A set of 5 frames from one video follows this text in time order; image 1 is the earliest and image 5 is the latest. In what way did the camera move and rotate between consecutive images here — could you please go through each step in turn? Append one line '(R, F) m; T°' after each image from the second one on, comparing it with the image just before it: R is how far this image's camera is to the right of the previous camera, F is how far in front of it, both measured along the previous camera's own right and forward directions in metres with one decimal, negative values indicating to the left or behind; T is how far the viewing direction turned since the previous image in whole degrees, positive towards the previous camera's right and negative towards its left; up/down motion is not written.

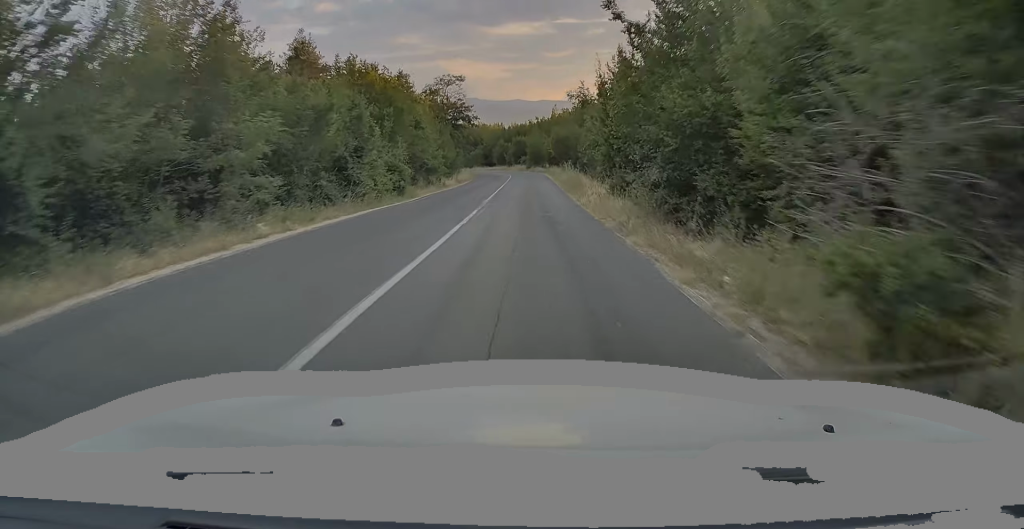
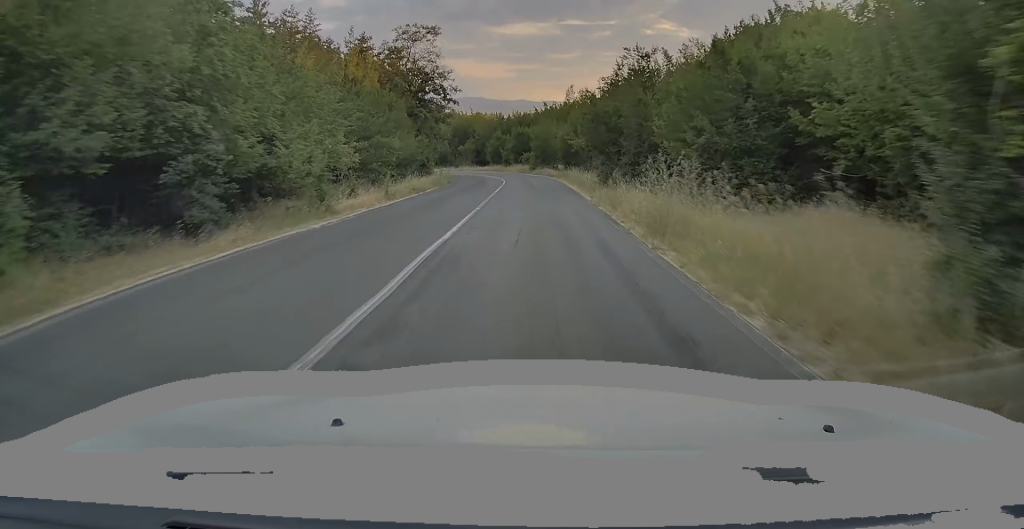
(-0.3, +24.9) m; 0°
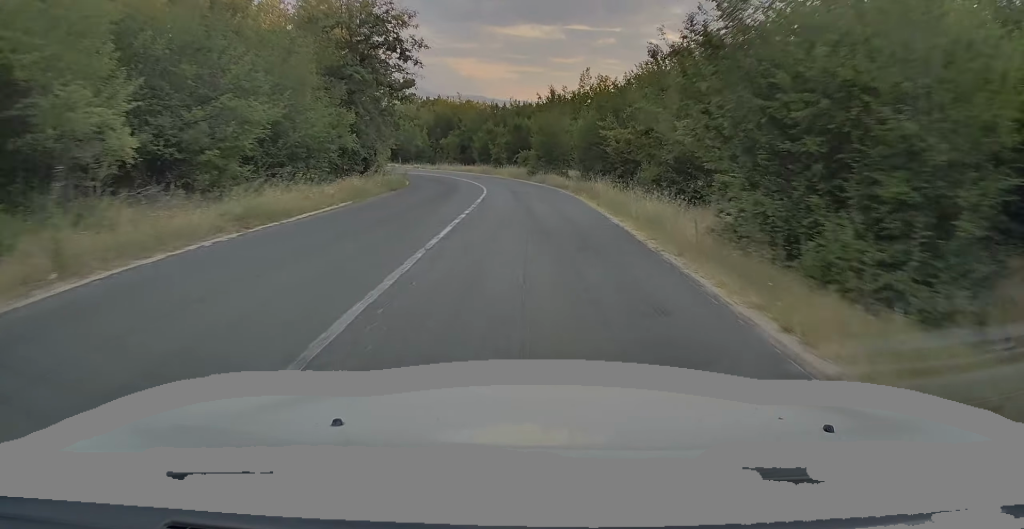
(+0.3, +17.1) m; 0°
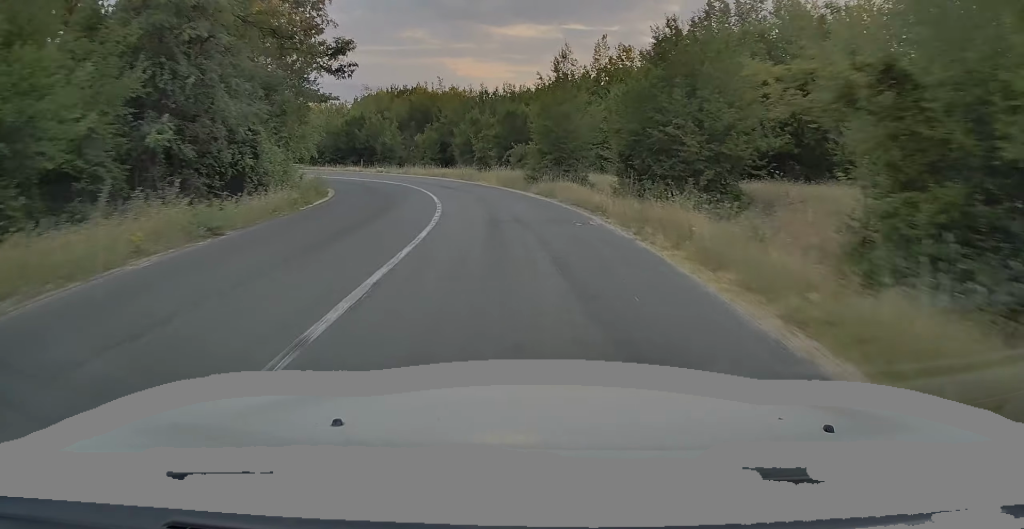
(-0.4, +14.7) m; -4°
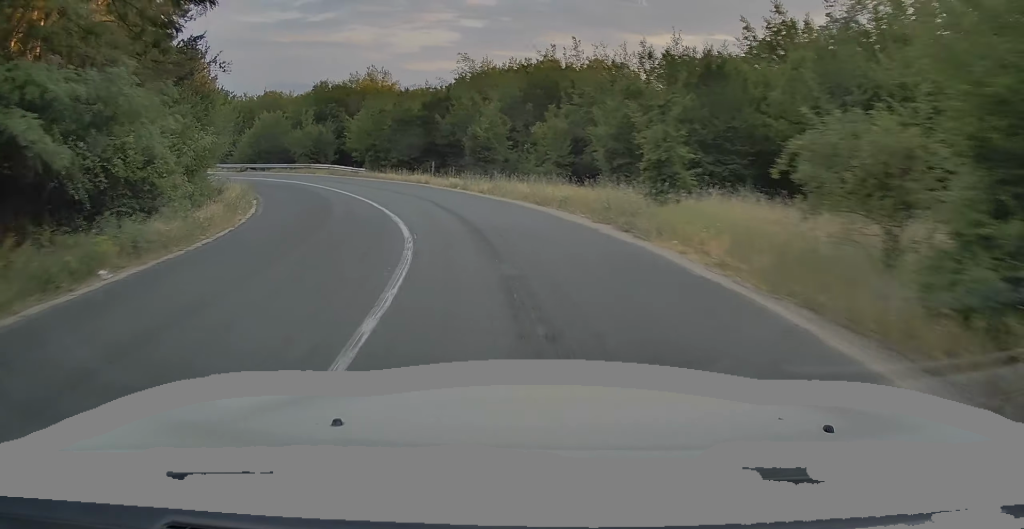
(-1.7, +22.1) m; -12°
